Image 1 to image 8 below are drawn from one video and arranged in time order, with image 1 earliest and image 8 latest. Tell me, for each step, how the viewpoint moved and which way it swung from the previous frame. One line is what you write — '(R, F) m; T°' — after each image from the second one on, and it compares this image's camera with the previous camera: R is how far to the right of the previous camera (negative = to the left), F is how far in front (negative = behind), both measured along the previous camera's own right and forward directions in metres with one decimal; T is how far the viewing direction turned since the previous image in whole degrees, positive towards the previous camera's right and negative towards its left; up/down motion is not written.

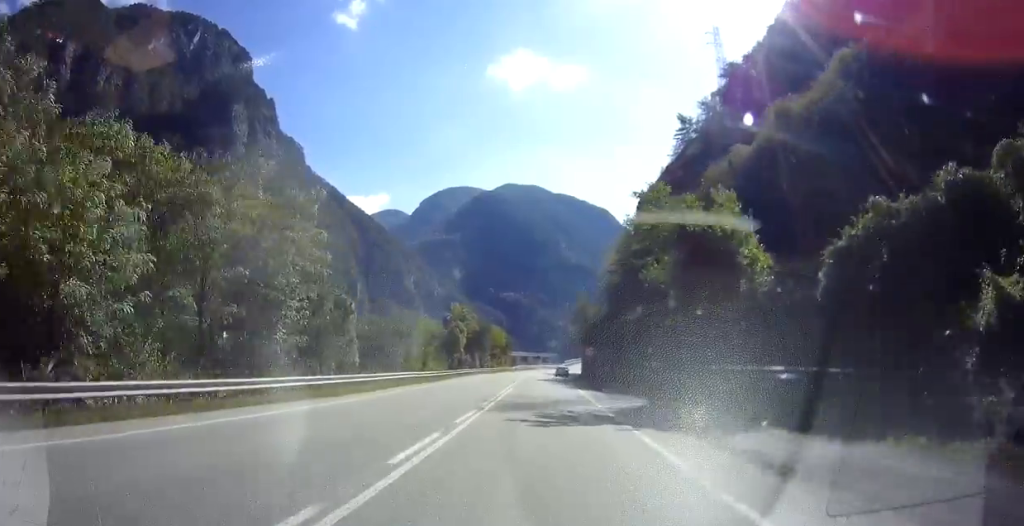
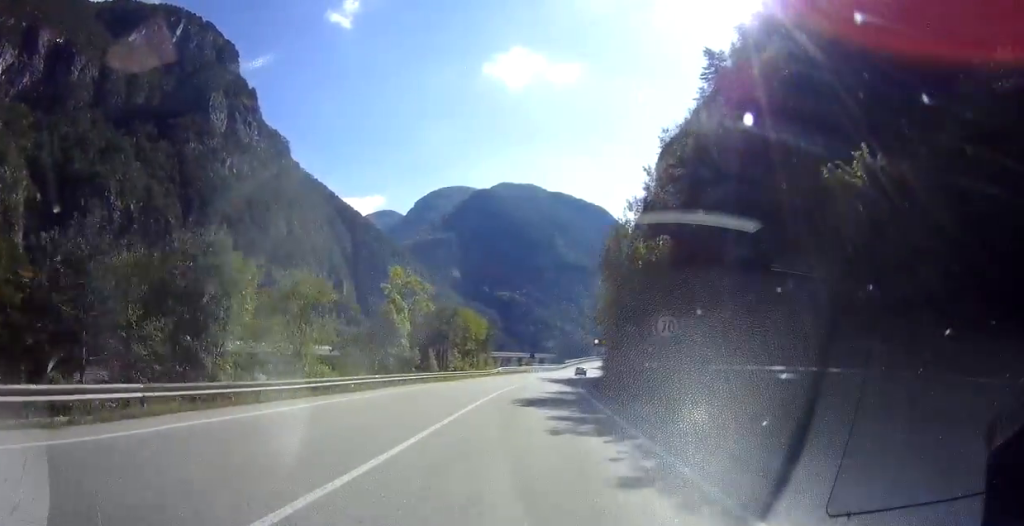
(+0.1, +29.8) m; +1°
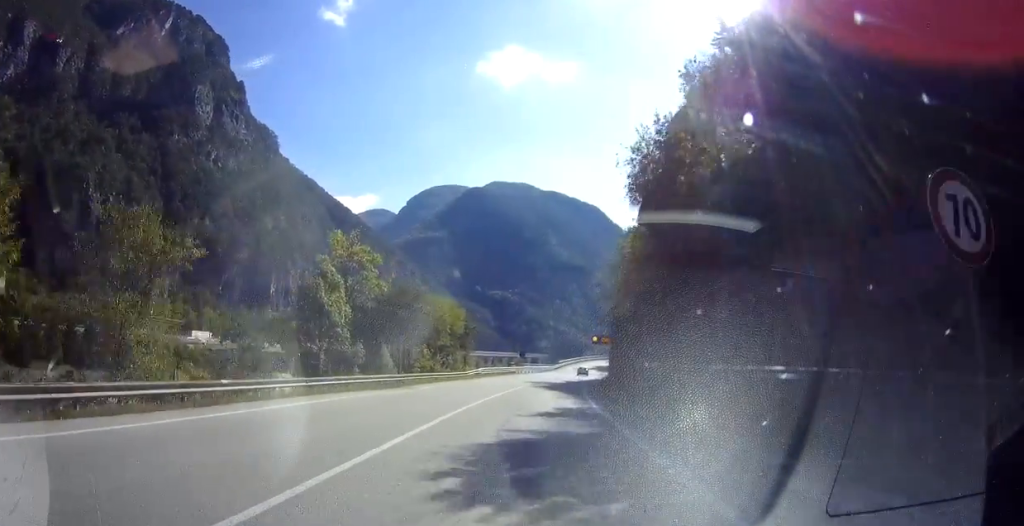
(0.0, +12.9) m; +1°
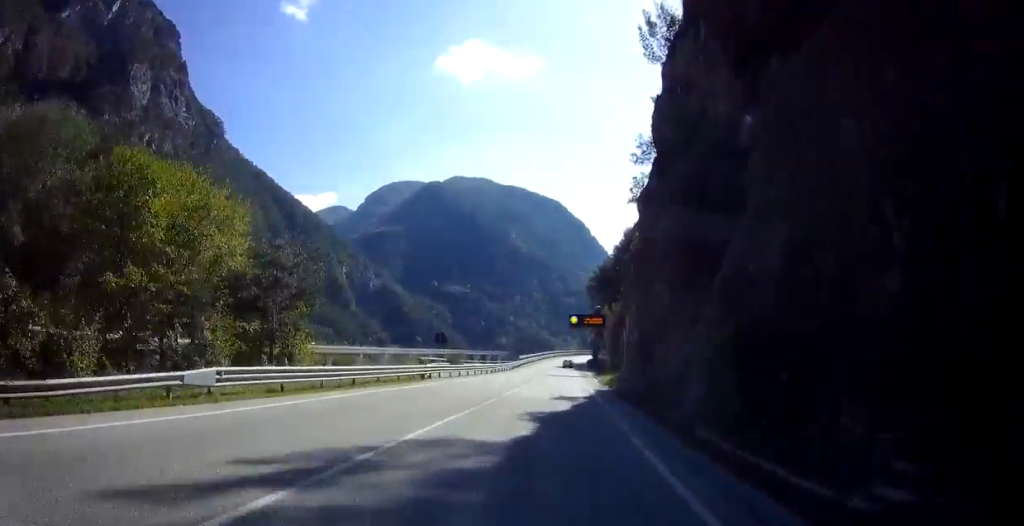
(+1.0, +38.5) m; +4°
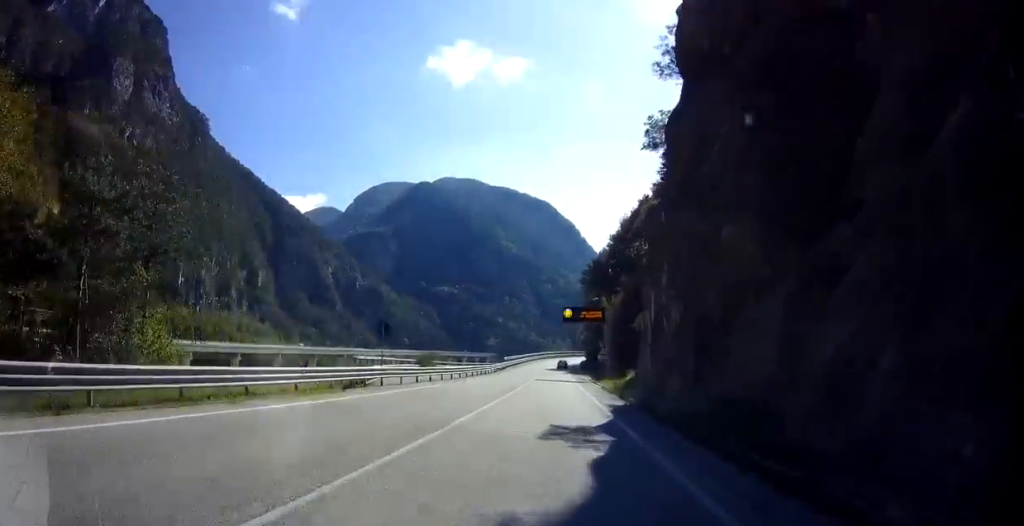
(+0.2, +10.9) m; +1°
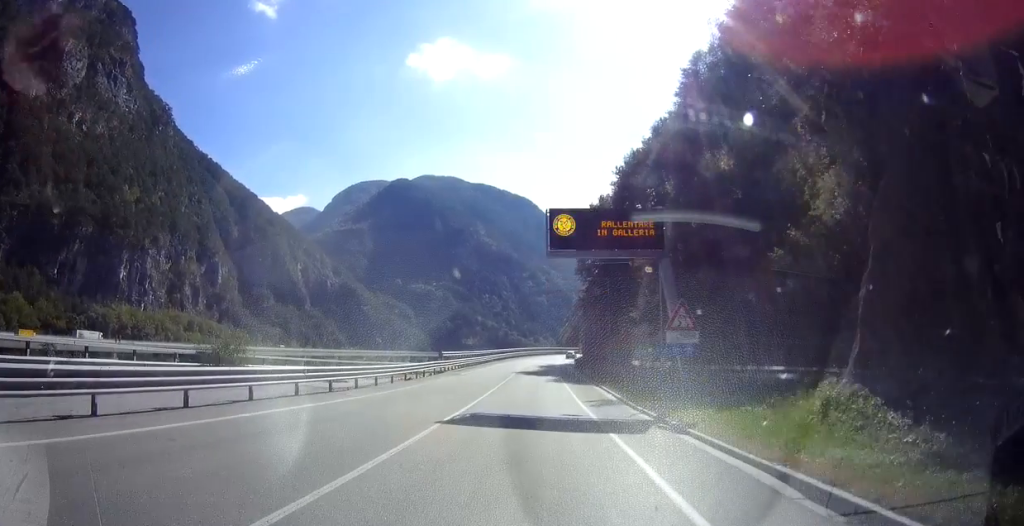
(+0.8, +35.1) m; +1°
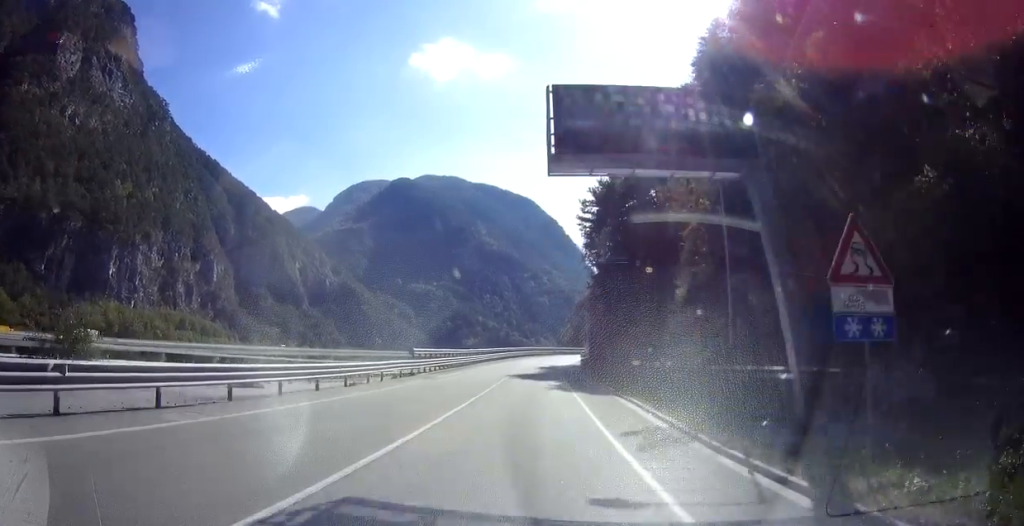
(-0.2, +10.4) m; 0°
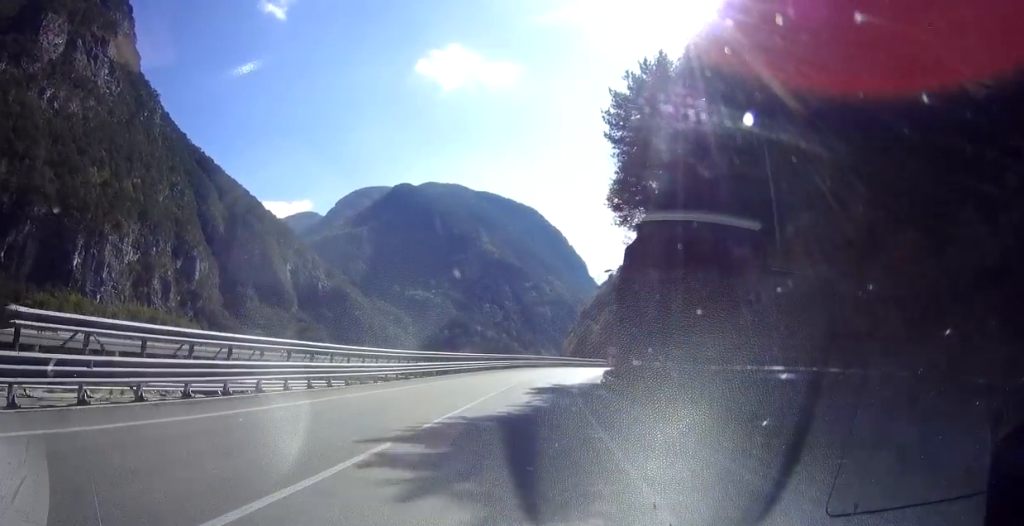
(+0.2, +27.3) m; +1°
